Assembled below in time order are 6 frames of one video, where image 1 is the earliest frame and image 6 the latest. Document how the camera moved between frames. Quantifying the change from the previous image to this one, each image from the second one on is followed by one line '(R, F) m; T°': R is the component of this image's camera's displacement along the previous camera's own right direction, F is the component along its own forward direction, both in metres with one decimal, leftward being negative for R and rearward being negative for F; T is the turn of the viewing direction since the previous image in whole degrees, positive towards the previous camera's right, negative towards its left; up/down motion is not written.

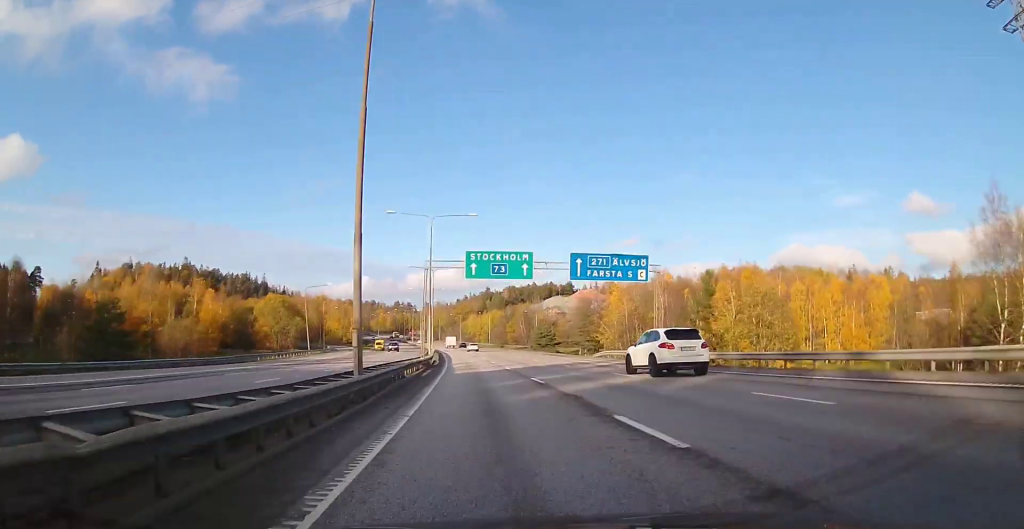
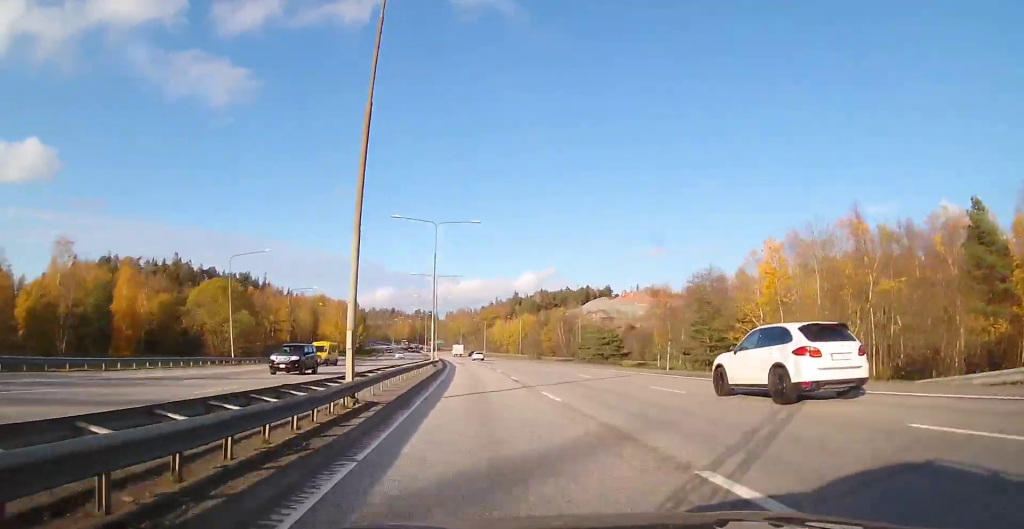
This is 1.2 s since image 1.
(-0.4, +42.1) m; -3°
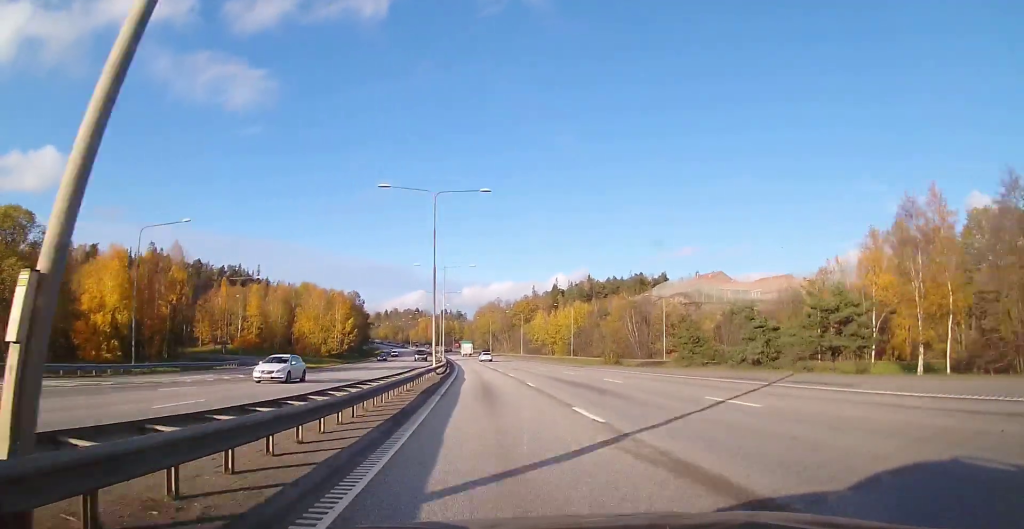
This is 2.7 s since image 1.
(-2.9, +52.3) m; -6°
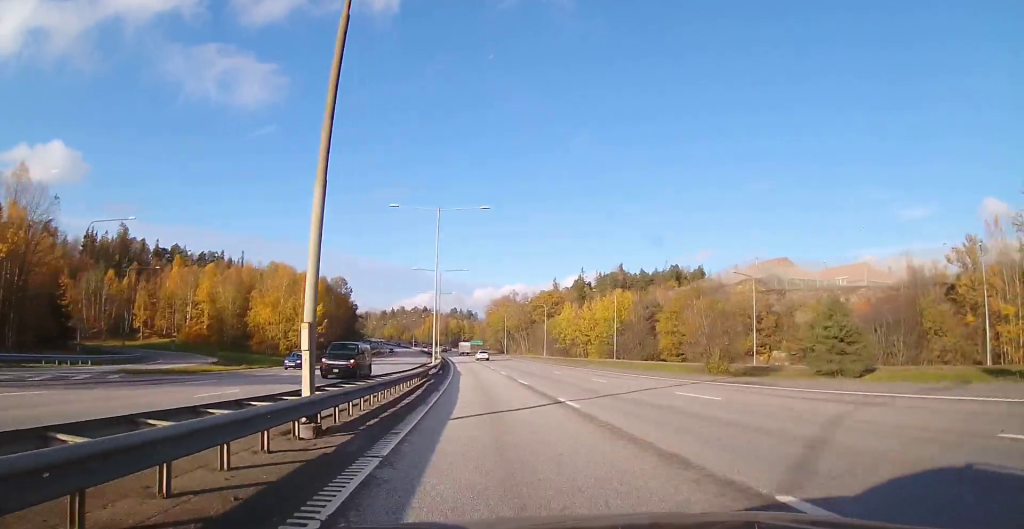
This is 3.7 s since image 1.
(-0.8, +33.8) m; -2°
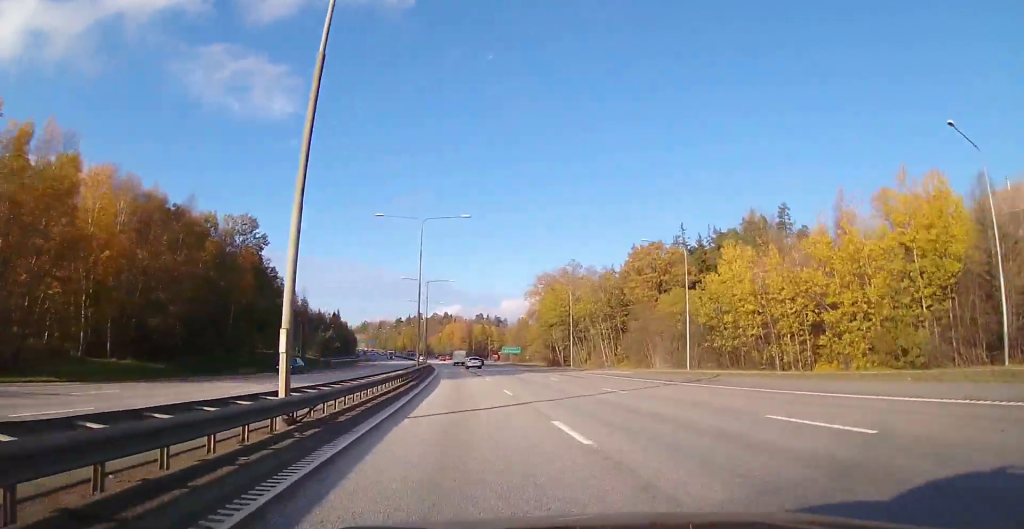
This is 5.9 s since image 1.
(-0.4, +80.5) m; -2°
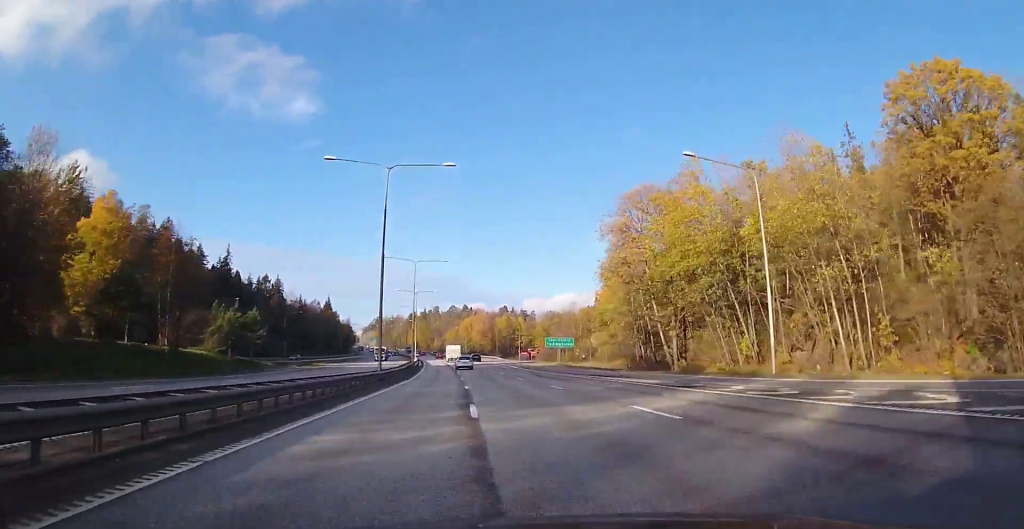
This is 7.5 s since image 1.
(-0.8, +56.6) m; -1°
